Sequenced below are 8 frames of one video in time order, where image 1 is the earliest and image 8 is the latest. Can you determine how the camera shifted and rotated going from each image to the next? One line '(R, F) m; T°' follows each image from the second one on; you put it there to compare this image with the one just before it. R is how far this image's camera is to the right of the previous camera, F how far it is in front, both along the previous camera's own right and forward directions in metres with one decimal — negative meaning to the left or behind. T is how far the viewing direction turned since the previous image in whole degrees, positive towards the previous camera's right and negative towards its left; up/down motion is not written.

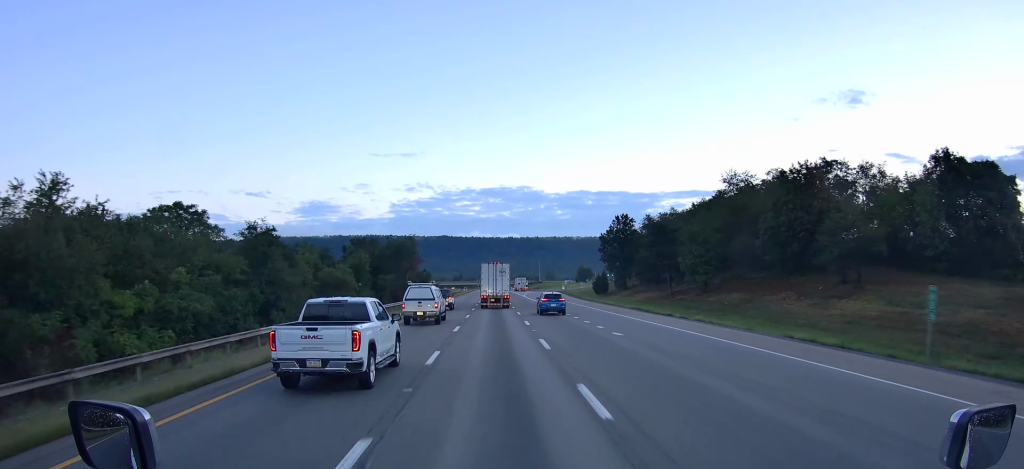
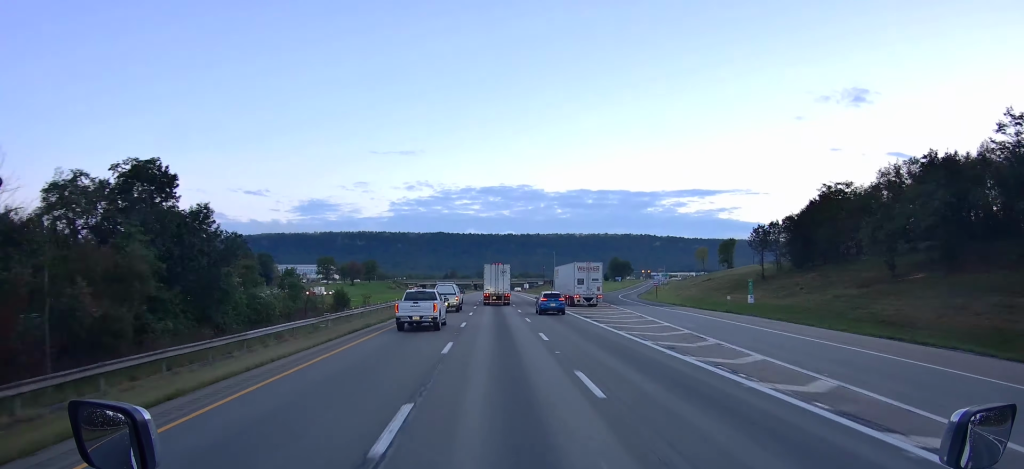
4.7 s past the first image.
(0.0, +132.5) m; 0°
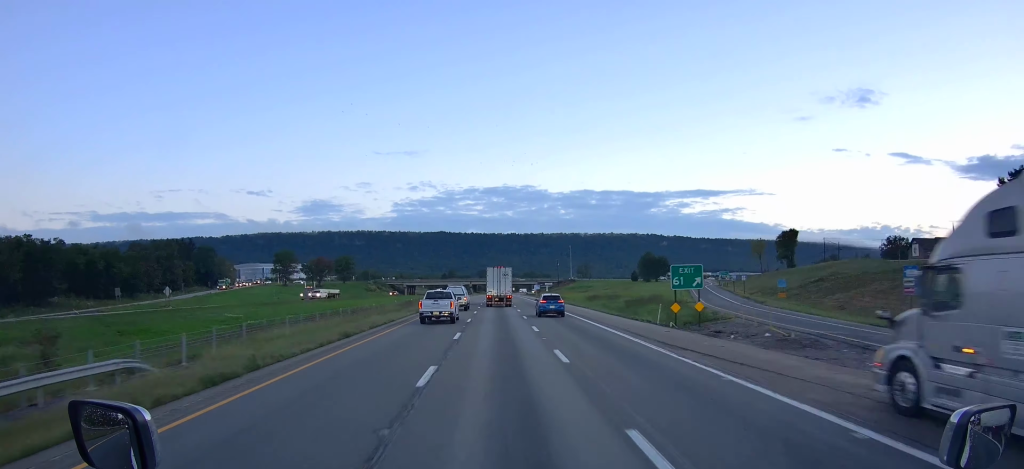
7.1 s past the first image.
(+0.4, +67.7) m; 0°
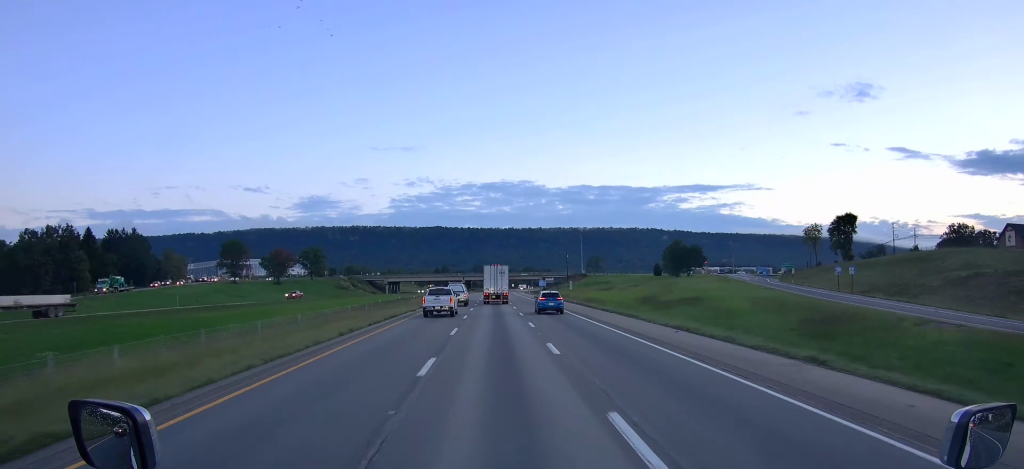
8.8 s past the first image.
(-0.2, +48.0) m; 0°
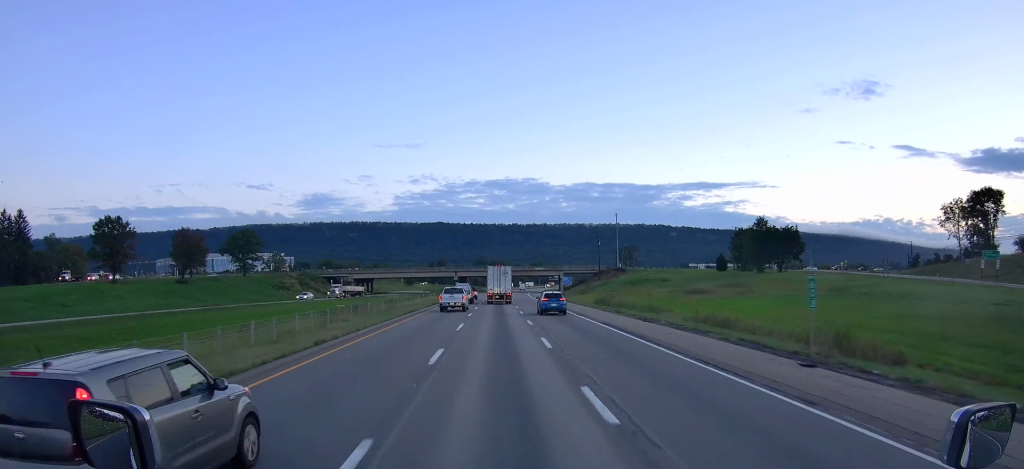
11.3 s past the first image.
(-0.1, +70.7) m; 0°
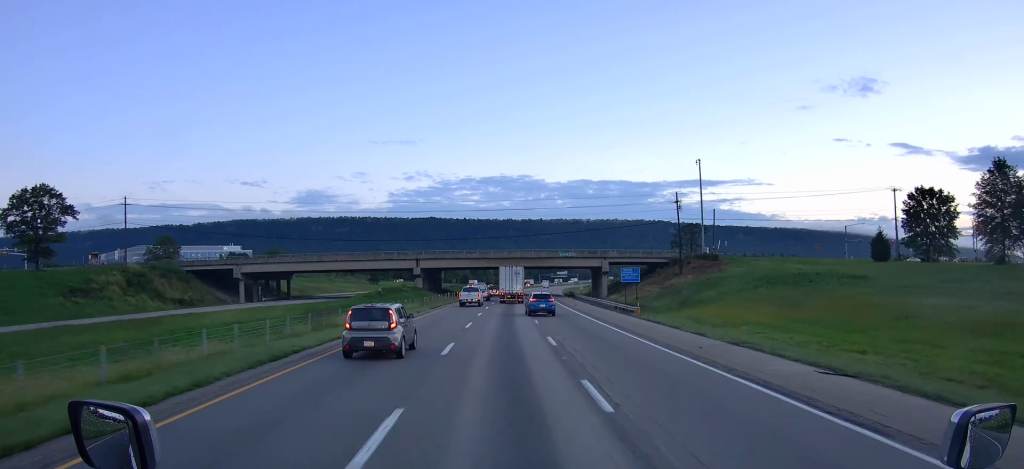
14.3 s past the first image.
(+0.3, +85.1) m; +1°
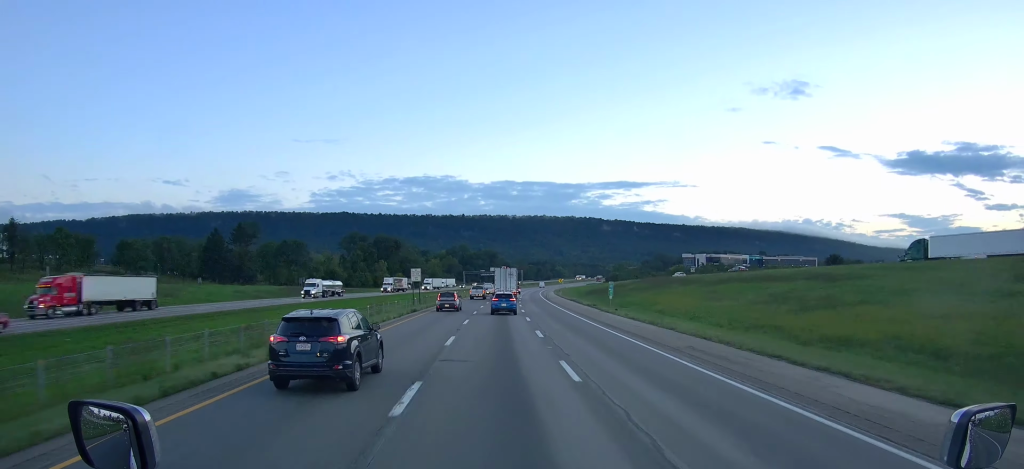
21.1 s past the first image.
(+9.1, +192.8) m; +6°
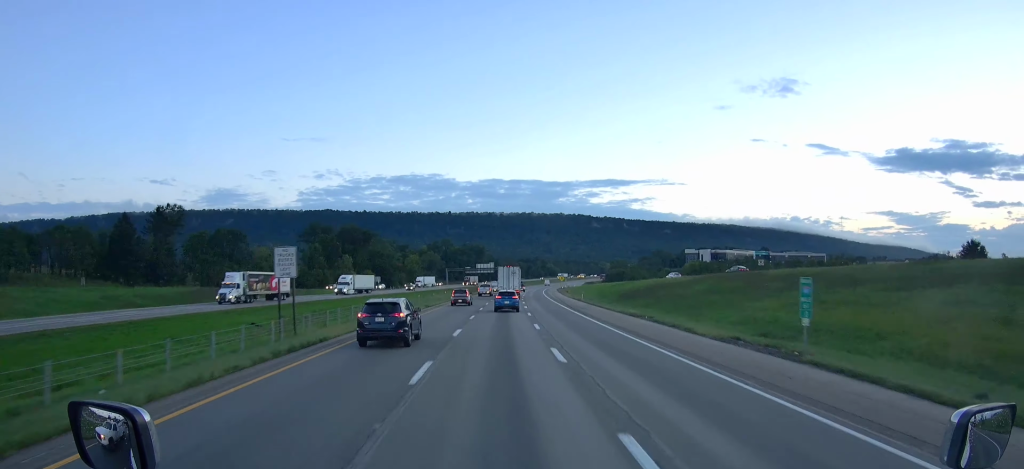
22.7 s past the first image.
(+0.7, +45.3) m; +2°
